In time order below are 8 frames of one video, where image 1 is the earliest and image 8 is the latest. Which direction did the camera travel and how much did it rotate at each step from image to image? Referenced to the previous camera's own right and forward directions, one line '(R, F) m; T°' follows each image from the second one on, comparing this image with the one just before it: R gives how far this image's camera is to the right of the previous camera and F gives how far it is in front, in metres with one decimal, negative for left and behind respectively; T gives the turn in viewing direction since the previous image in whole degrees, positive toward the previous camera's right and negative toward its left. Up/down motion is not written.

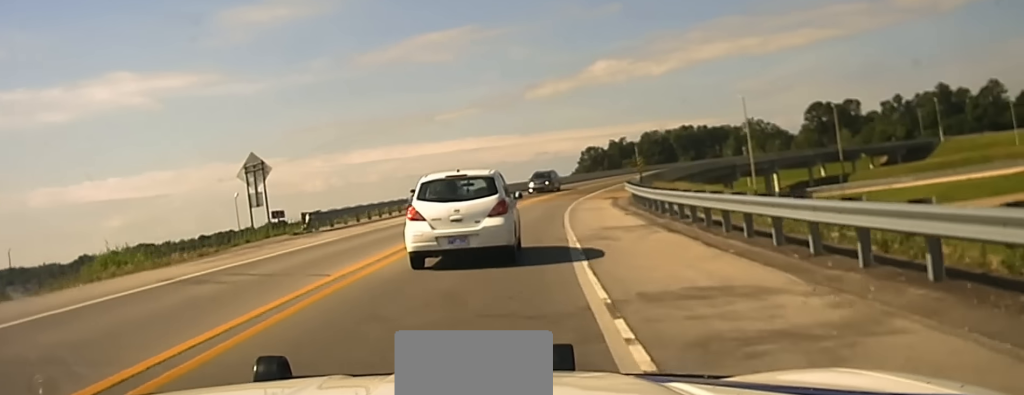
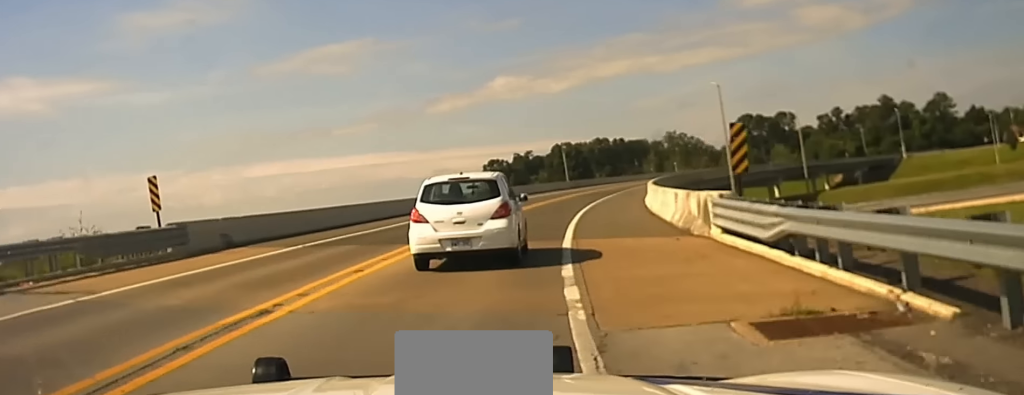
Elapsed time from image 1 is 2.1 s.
(+2.6, +39.6) m; +6°
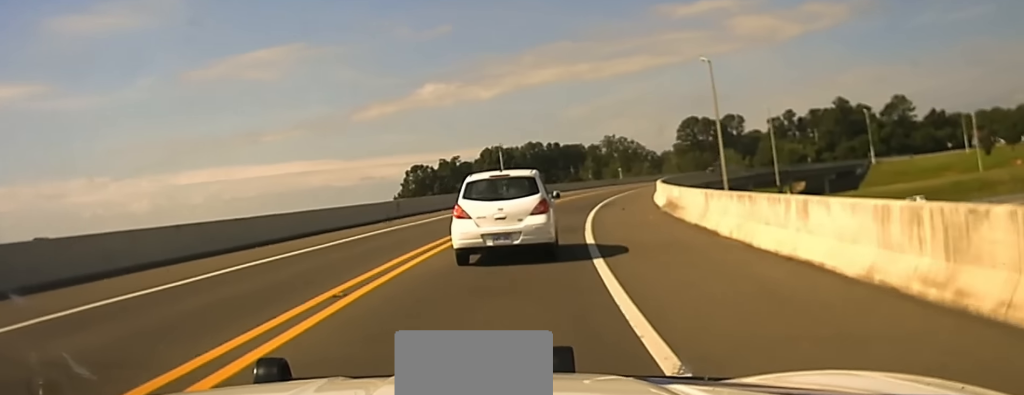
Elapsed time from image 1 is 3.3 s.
(+0.7, +22.4) m; +3°
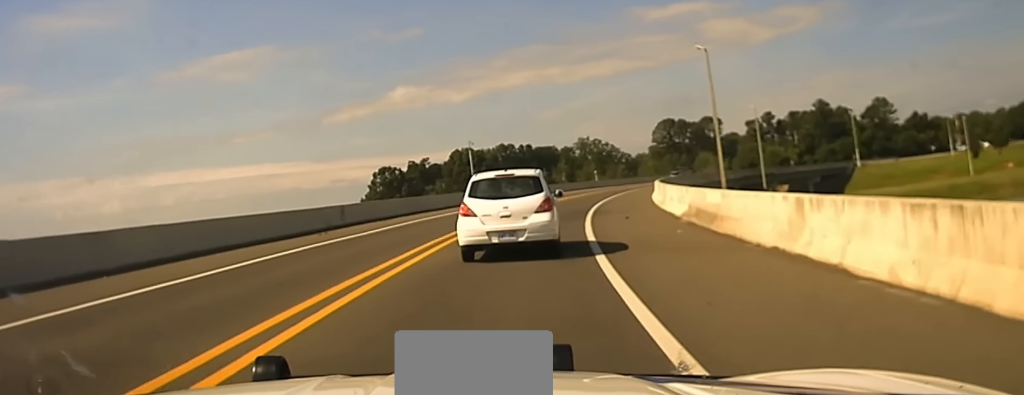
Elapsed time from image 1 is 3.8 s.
(+0.1, +7.9) m; +1°
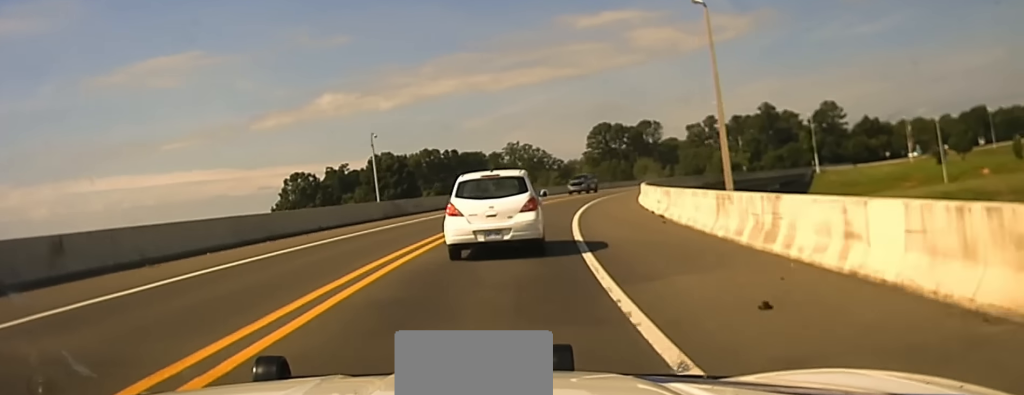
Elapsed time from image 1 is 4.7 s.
(+0.4, +18.1) m; +4°
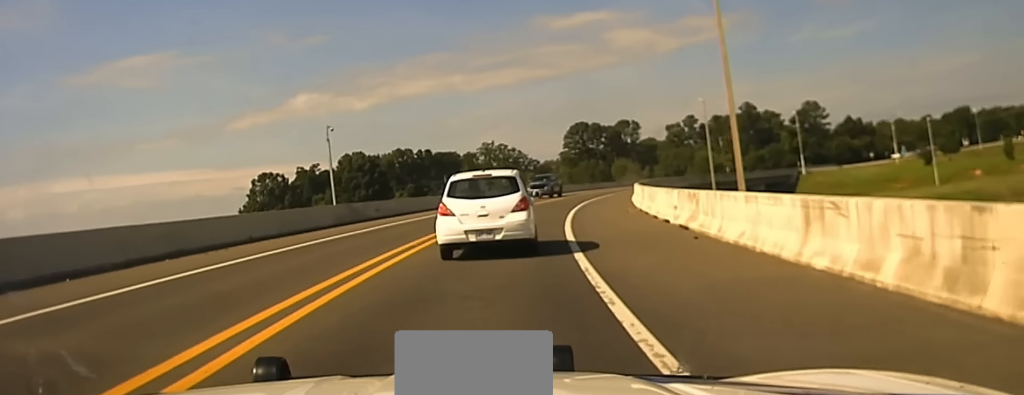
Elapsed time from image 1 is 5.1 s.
(0.0, +7.6) m; +2°
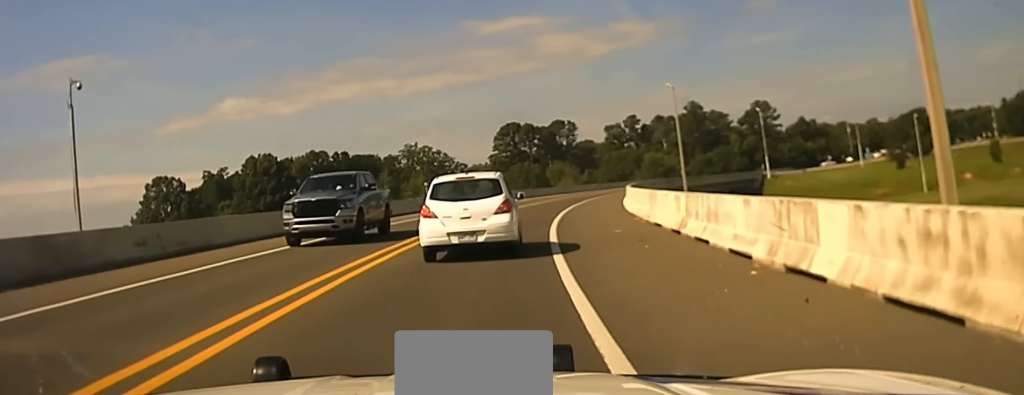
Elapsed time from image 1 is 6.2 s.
(+1.4, +21.0) m; +5°
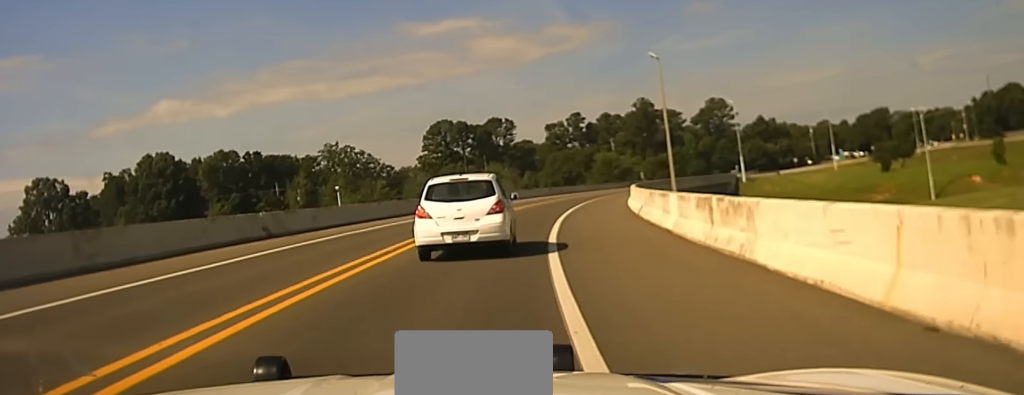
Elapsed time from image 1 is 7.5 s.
(+0.6, +24.3) m; +2°
